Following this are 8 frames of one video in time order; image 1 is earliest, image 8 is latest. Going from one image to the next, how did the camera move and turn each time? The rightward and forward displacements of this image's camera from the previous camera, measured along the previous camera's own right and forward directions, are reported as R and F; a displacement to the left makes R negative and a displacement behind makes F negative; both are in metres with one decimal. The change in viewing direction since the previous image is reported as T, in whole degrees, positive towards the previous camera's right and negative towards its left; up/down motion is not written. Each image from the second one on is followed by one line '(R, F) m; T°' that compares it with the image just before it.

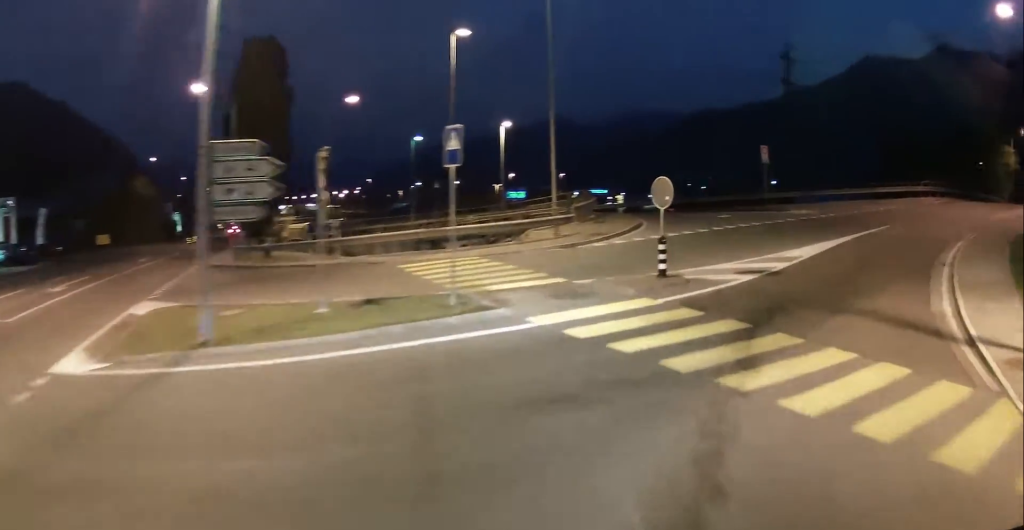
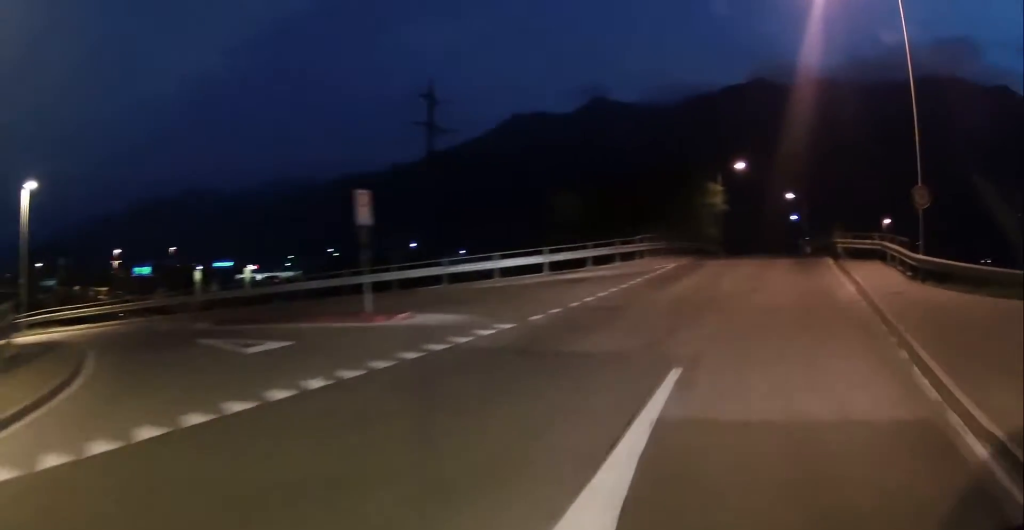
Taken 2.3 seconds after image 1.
(+3.6, +16.2) m; +29°
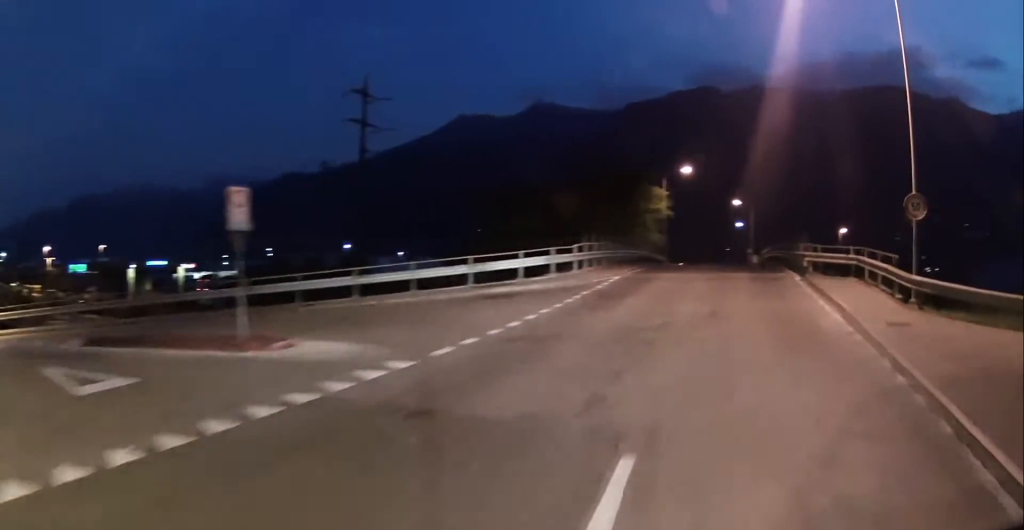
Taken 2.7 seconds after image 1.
(+0.4, +3.5) m; +6°
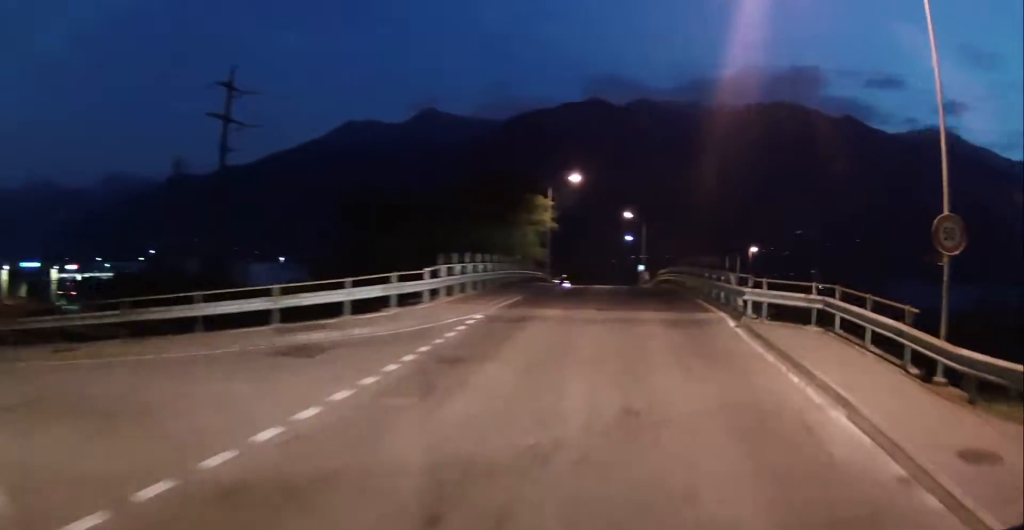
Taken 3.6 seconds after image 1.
(+0.7, +7.0) m; +9°
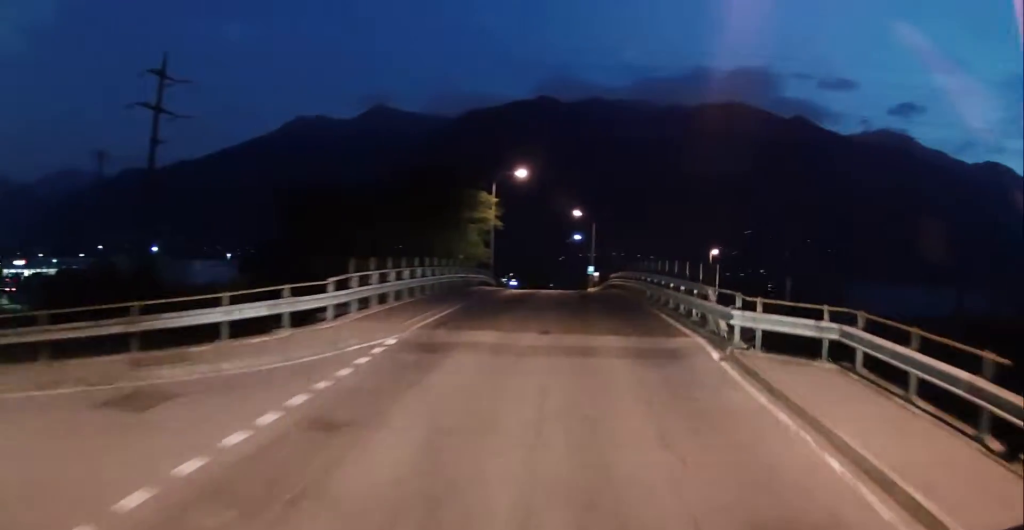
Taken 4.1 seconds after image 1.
(+0.1, +4.1) m; +4°
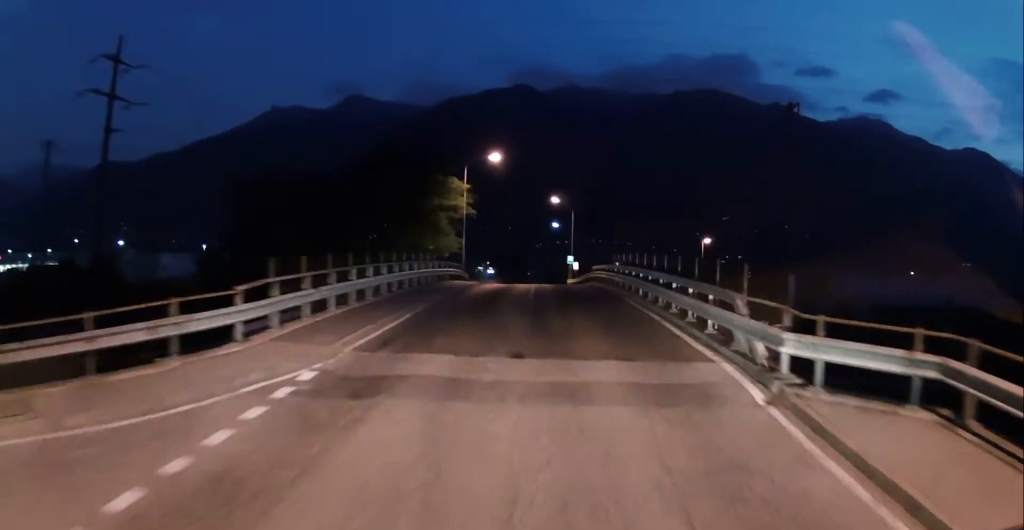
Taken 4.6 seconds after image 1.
(+0.2, +4.2) m; +3°
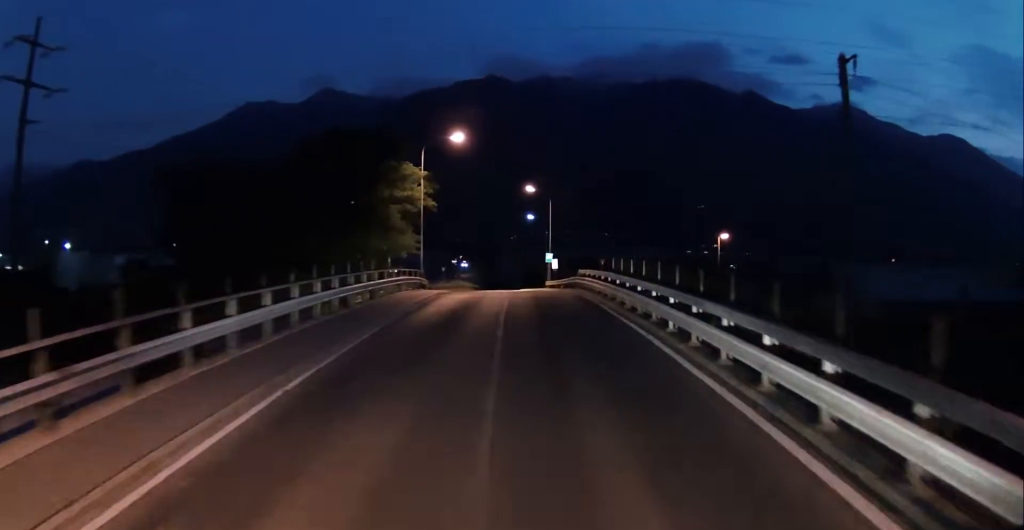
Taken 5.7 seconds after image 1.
(+0.5, +9.2) m; +5°
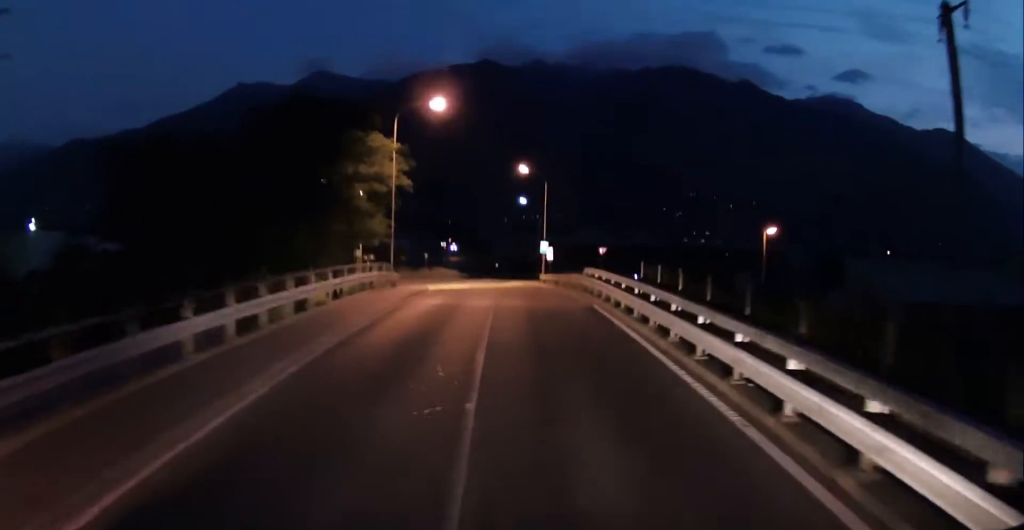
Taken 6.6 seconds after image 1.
(+0.1, +7.6) m; 0°
